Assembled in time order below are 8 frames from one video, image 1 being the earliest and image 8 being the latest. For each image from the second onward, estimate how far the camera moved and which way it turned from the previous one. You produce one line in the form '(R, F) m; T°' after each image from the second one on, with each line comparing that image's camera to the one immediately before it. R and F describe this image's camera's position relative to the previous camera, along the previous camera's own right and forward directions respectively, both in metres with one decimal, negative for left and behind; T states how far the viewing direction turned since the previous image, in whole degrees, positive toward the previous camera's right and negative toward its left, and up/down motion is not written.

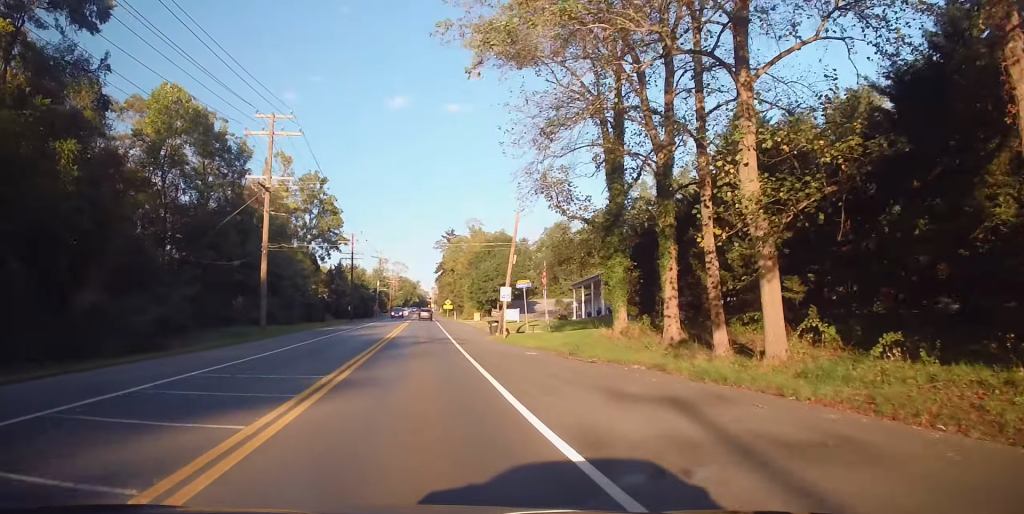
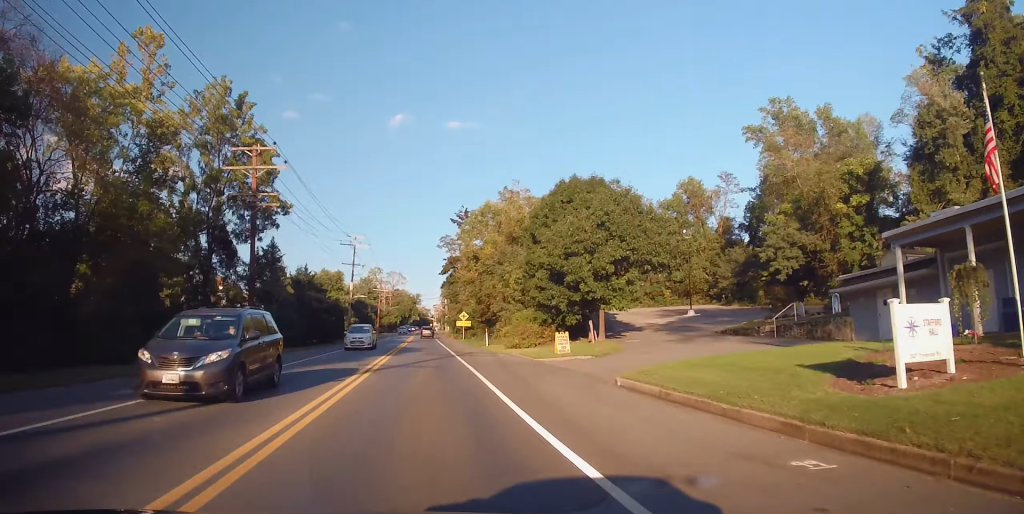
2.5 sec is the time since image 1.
(-0.2, +49.9) m; +1°
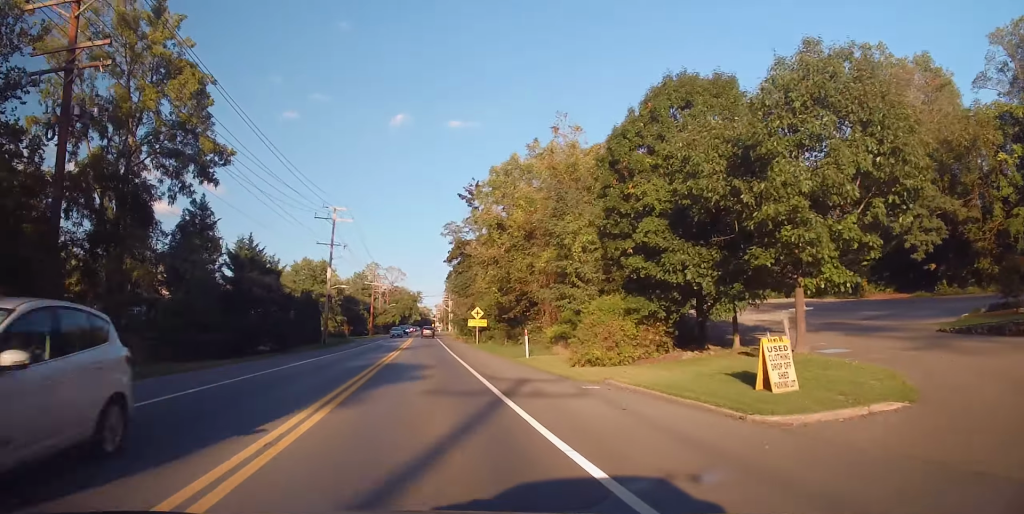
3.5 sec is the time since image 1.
(+0.2, +20.2) m; -1°
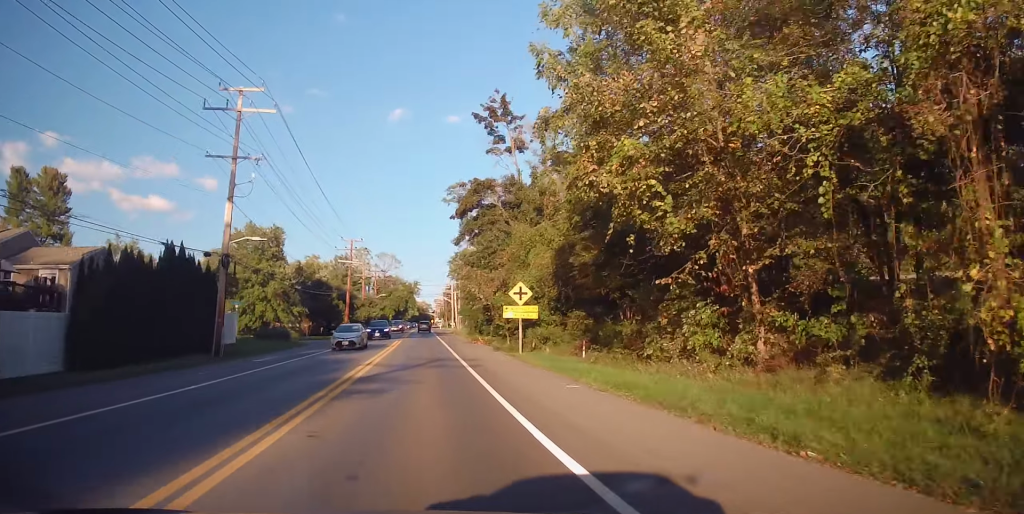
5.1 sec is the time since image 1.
(-0.2, +31.6) m; 0°
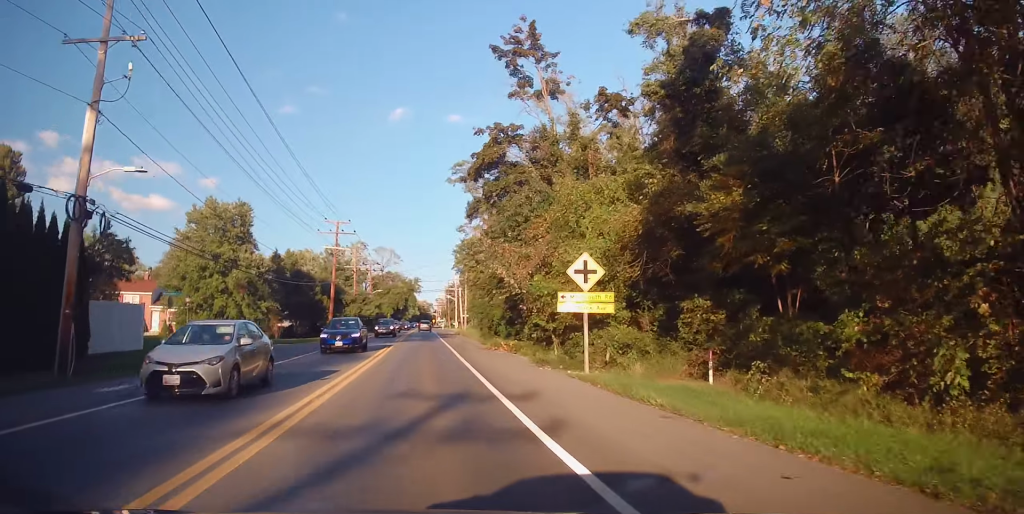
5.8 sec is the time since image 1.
(+0.1, +14.0) m; 0°
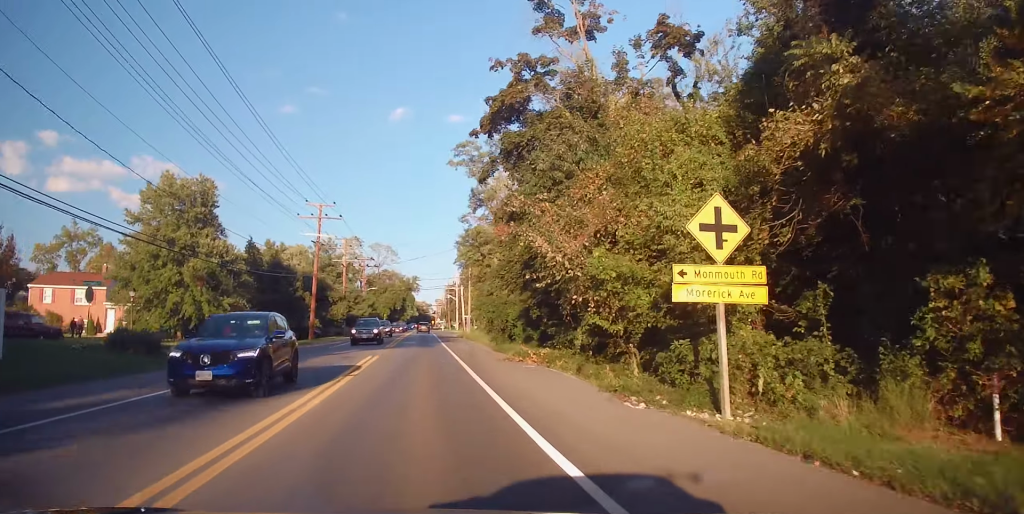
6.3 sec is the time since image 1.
(-0.1, +9.9) m; 0°
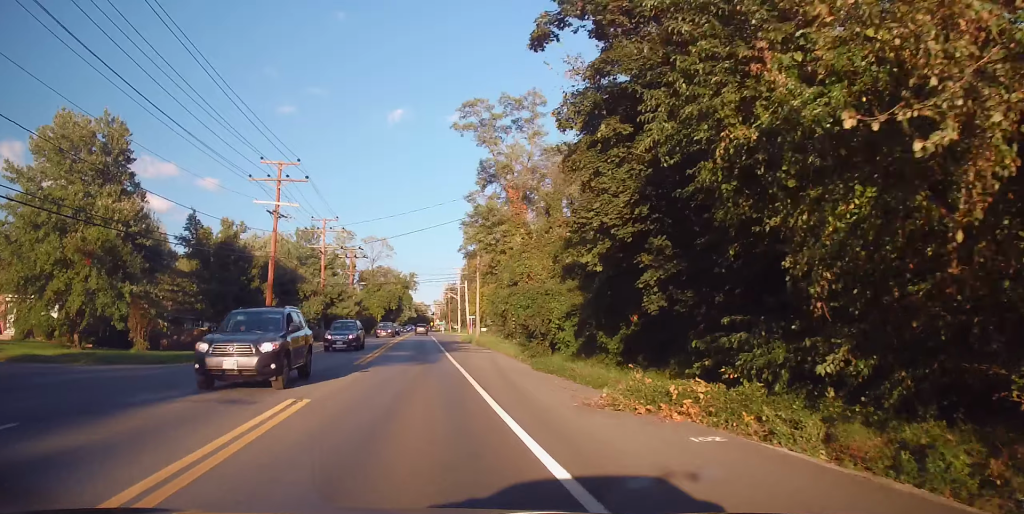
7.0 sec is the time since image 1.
(0.0, +15.0) m; +1°
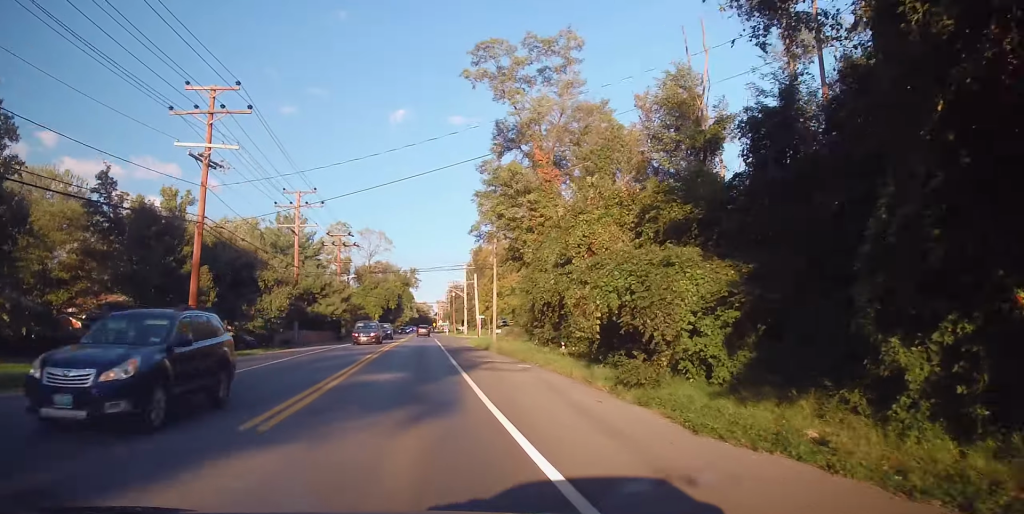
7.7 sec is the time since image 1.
(0.0, +13.6) m; +1°
